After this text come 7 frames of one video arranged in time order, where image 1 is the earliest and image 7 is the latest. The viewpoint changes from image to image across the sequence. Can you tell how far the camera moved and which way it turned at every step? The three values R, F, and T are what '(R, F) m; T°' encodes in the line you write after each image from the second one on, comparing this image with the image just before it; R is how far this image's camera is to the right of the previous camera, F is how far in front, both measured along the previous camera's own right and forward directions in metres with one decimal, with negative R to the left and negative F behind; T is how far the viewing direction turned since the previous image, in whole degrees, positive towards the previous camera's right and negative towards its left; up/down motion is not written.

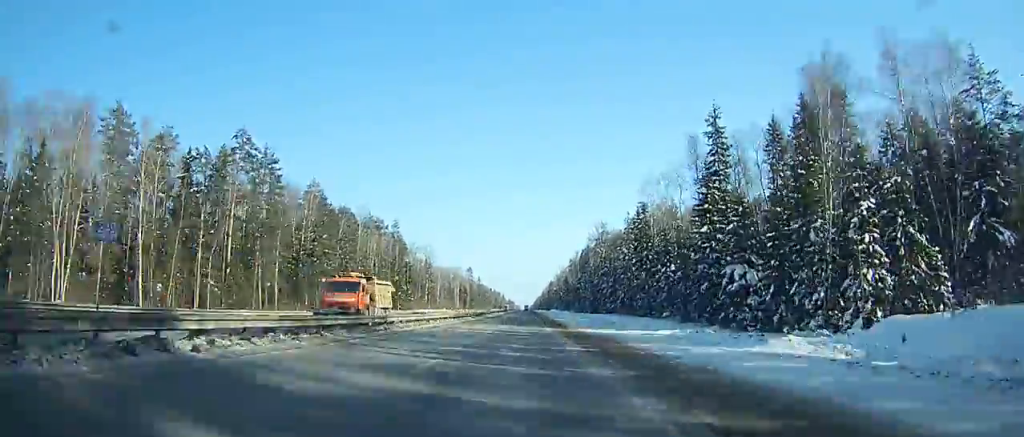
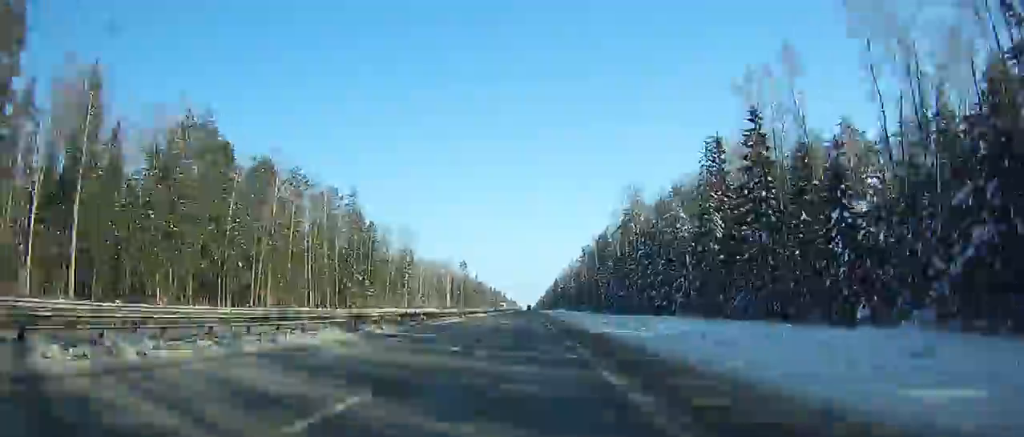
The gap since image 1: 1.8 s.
(-0.2, +54.0) m; 0°
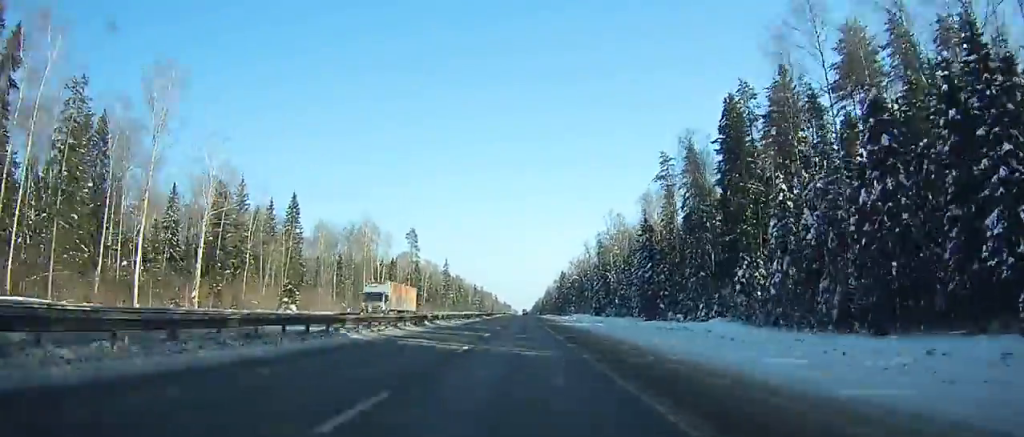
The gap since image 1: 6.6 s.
(-0.8, +140.3) m; -1°
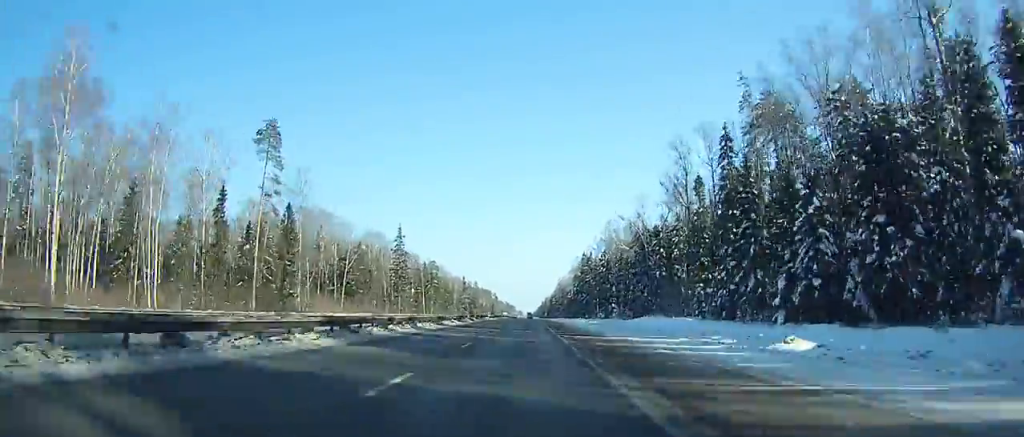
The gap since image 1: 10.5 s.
(-0.6, +110.6) m; -1°
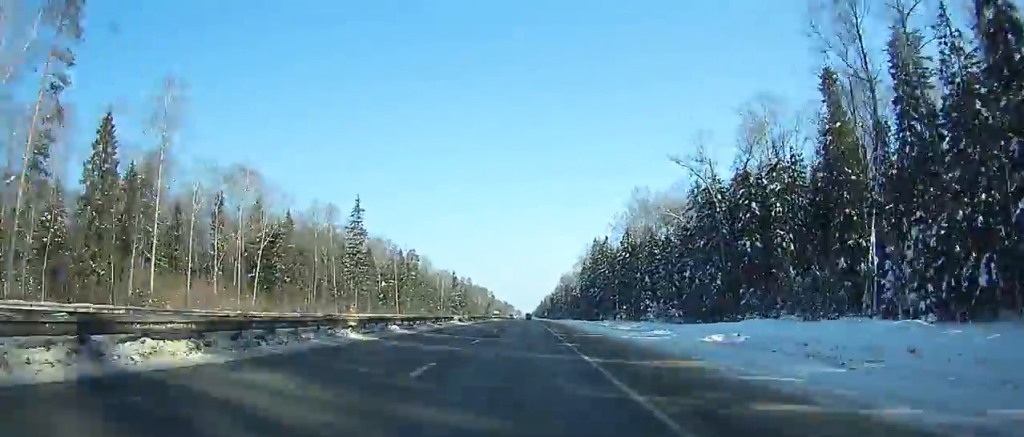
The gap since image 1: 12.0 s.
(-0.3, +42.6) m; 0°
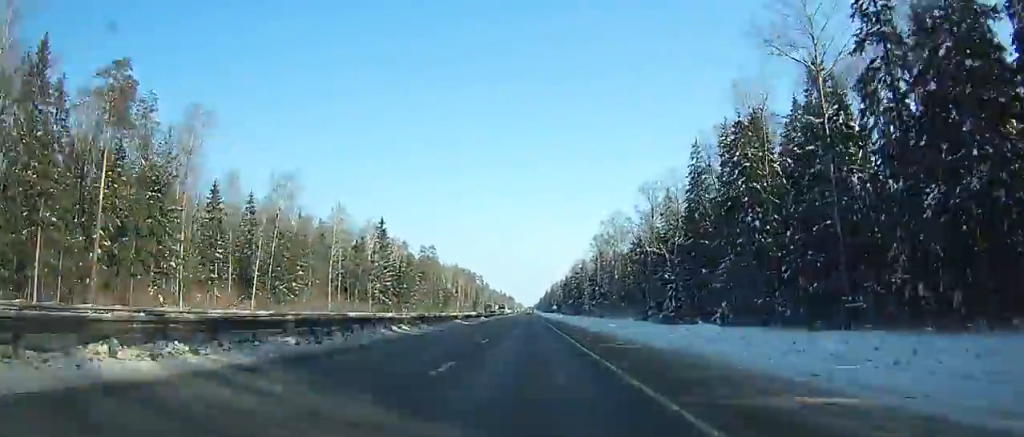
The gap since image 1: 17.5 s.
(+3.5, +171.6) m; +2°
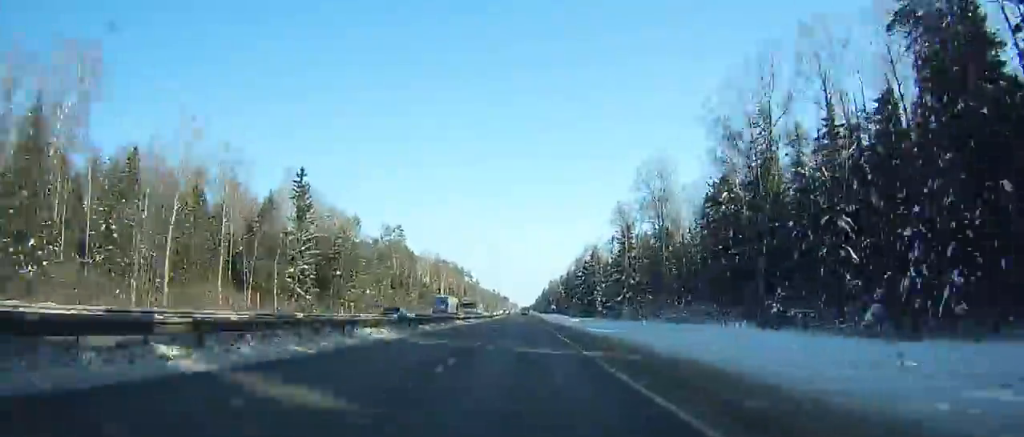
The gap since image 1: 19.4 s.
(-0.8, +62.7) m; 0°
